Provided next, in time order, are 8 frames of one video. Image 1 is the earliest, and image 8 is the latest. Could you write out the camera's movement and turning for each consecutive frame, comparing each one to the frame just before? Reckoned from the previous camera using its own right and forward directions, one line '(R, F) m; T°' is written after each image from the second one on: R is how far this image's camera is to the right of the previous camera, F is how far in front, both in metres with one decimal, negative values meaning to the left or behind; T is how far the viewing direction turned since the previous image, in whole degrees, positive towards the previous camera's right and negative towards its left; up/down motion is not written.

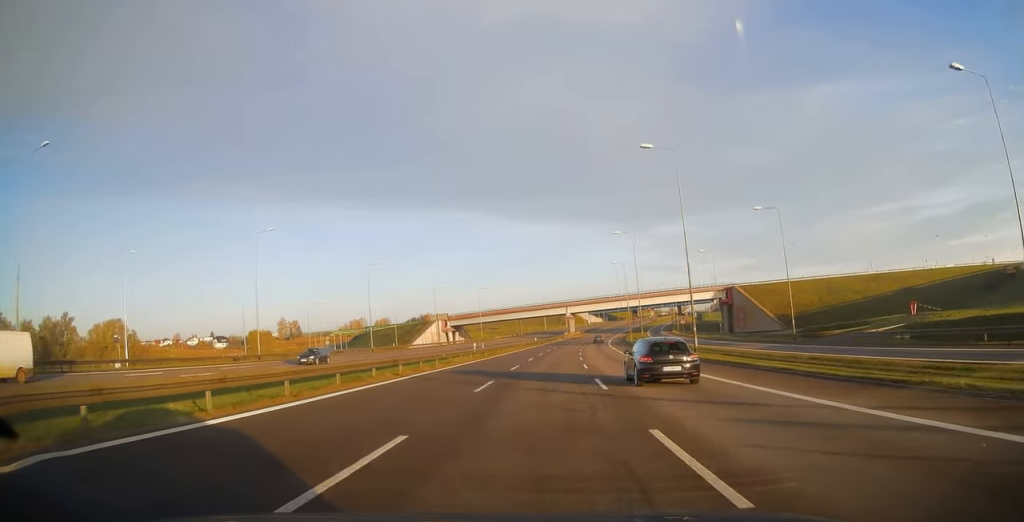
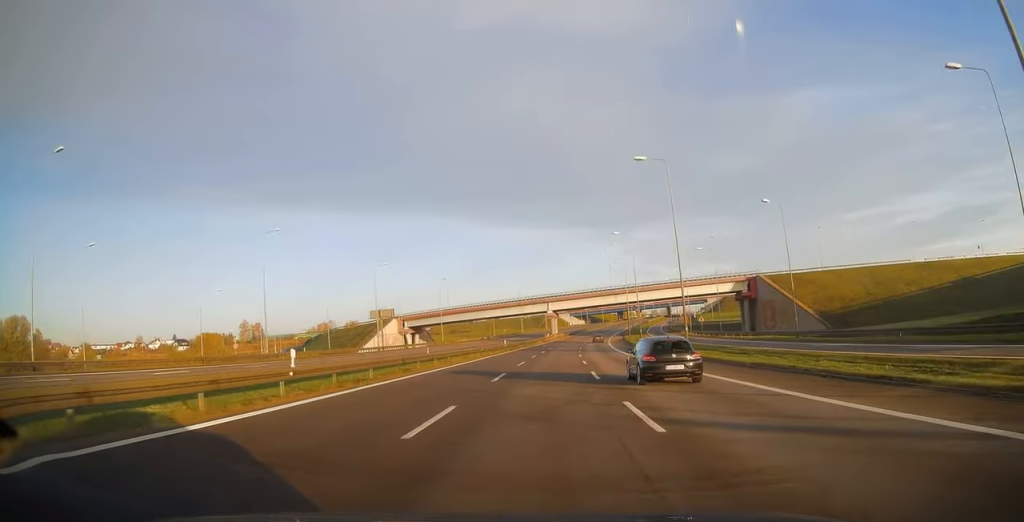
(+0.6, +32.0) m; +2°
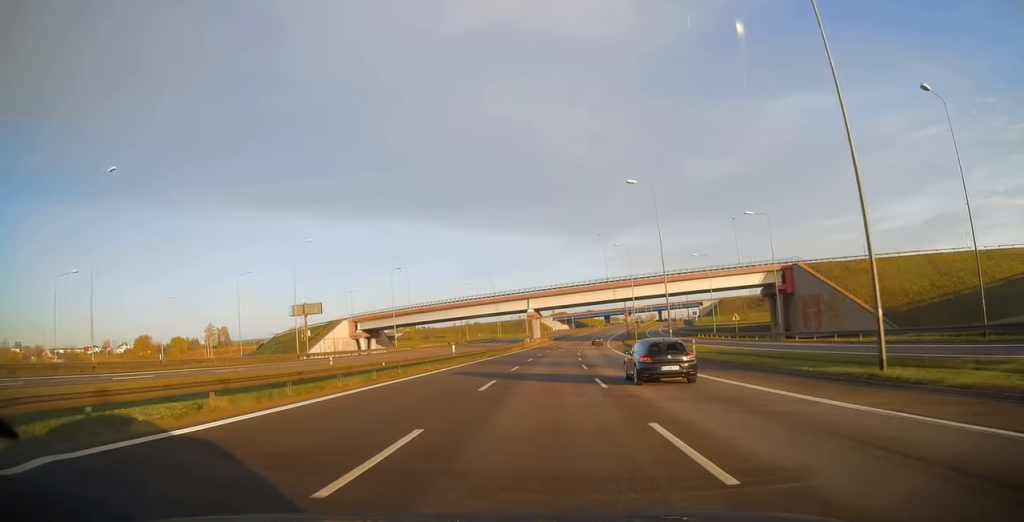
(+0.5, +27.3) m; +2°
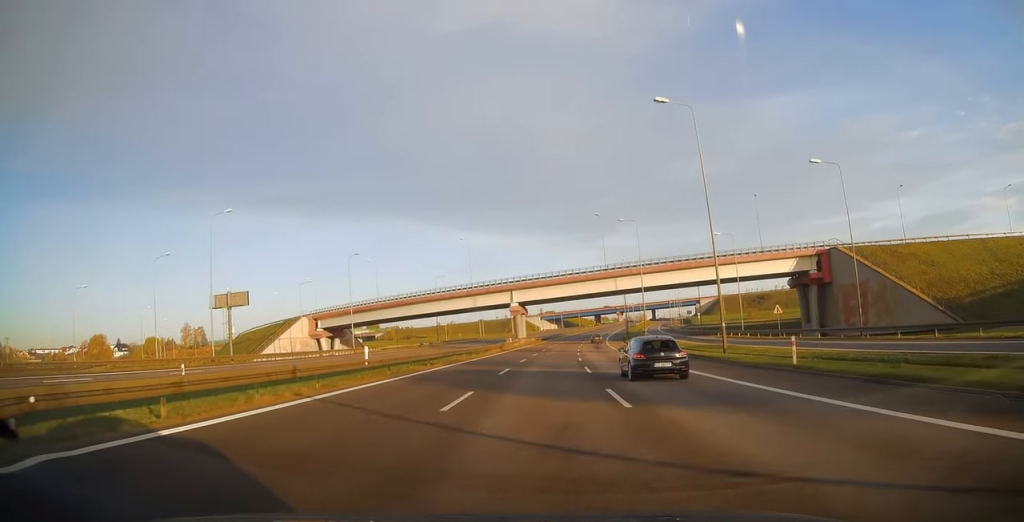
(+0.1, +17.7) m; +1°
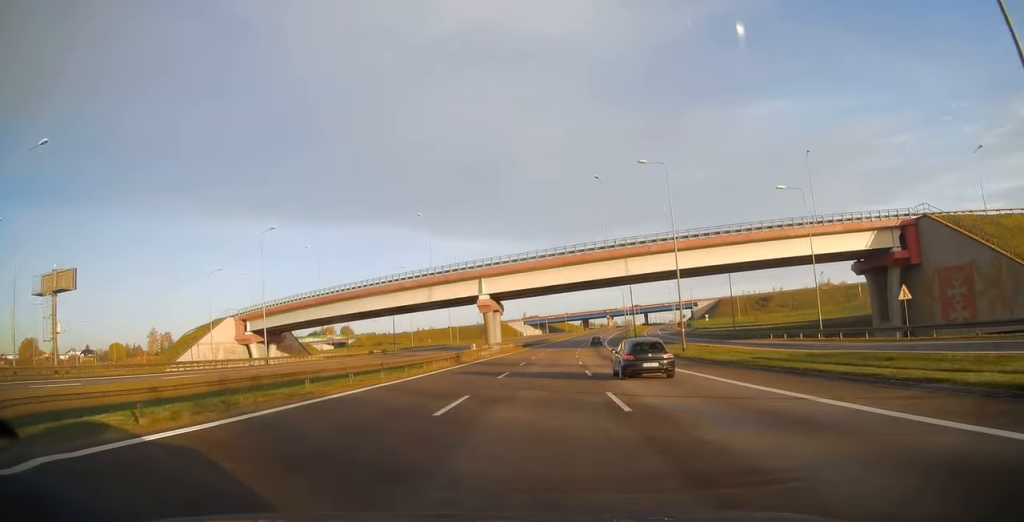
(+0.3, +24.5) m; +1°
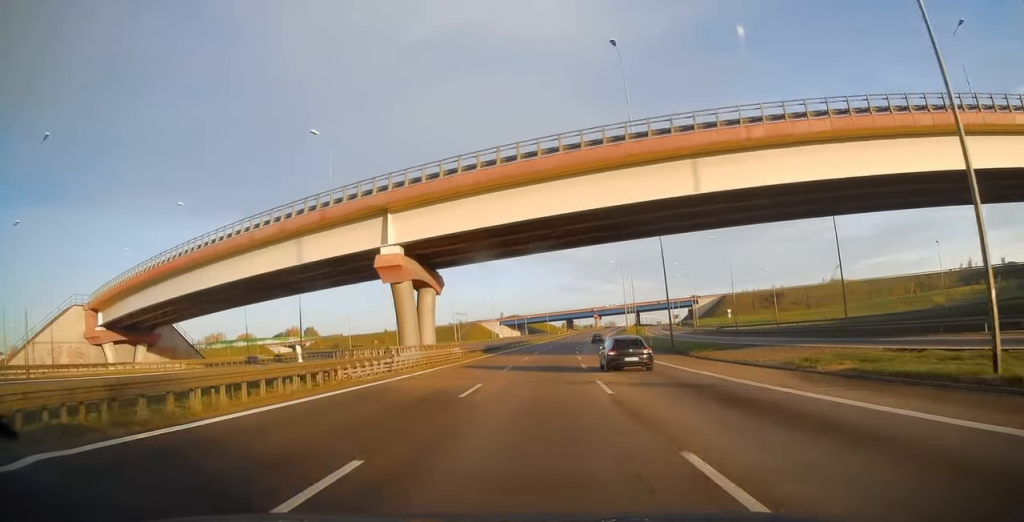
(+0.6, +32.9) m; +2°
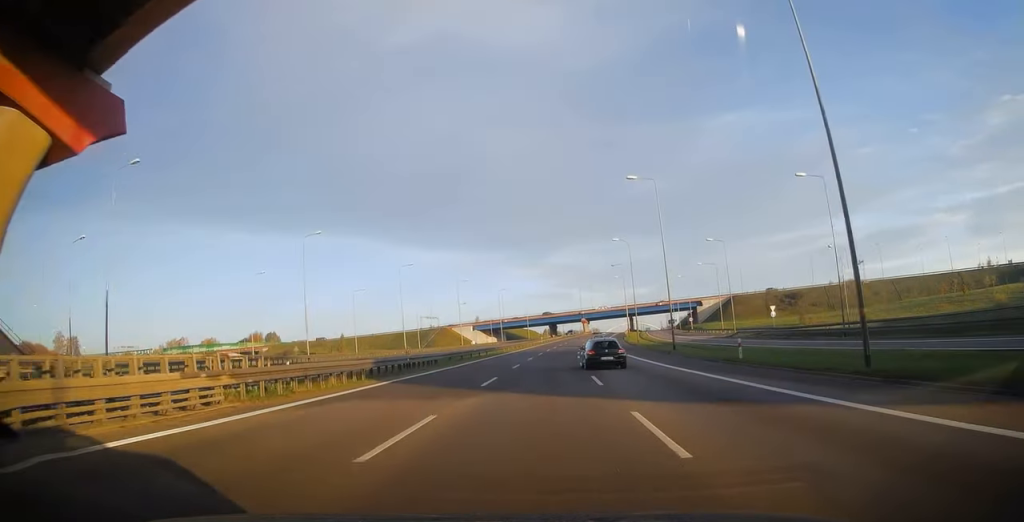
(+0.6, +31.8) m; +2°
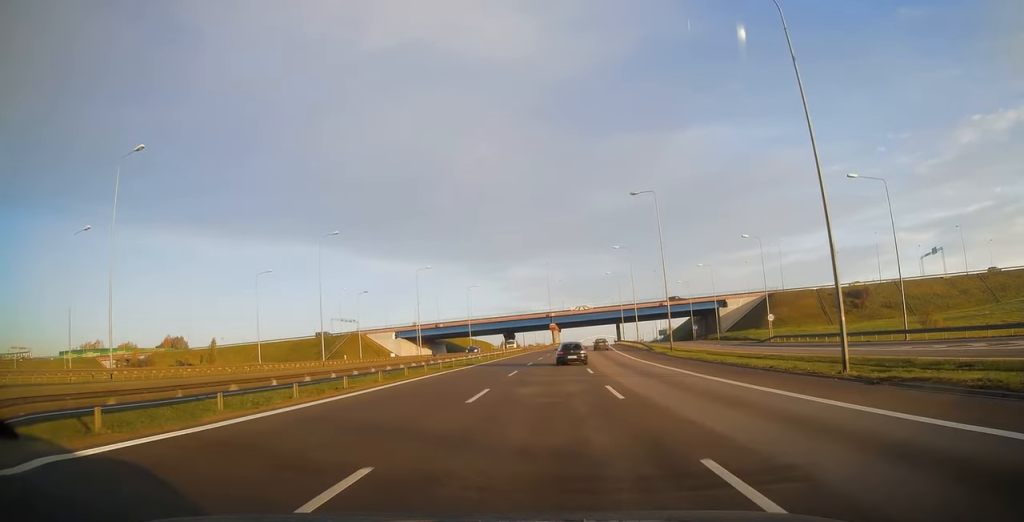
(+2.5, +63.7) m; +4°
